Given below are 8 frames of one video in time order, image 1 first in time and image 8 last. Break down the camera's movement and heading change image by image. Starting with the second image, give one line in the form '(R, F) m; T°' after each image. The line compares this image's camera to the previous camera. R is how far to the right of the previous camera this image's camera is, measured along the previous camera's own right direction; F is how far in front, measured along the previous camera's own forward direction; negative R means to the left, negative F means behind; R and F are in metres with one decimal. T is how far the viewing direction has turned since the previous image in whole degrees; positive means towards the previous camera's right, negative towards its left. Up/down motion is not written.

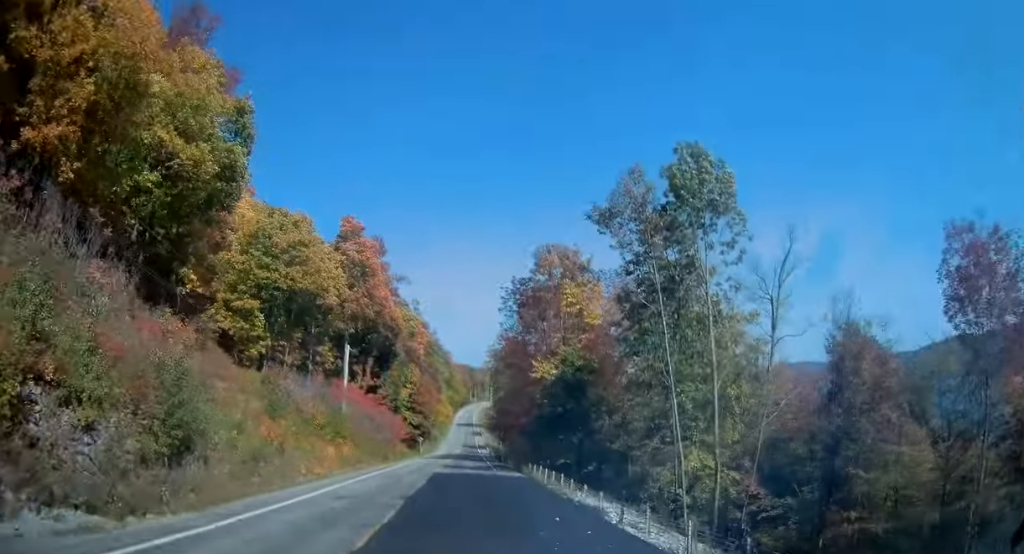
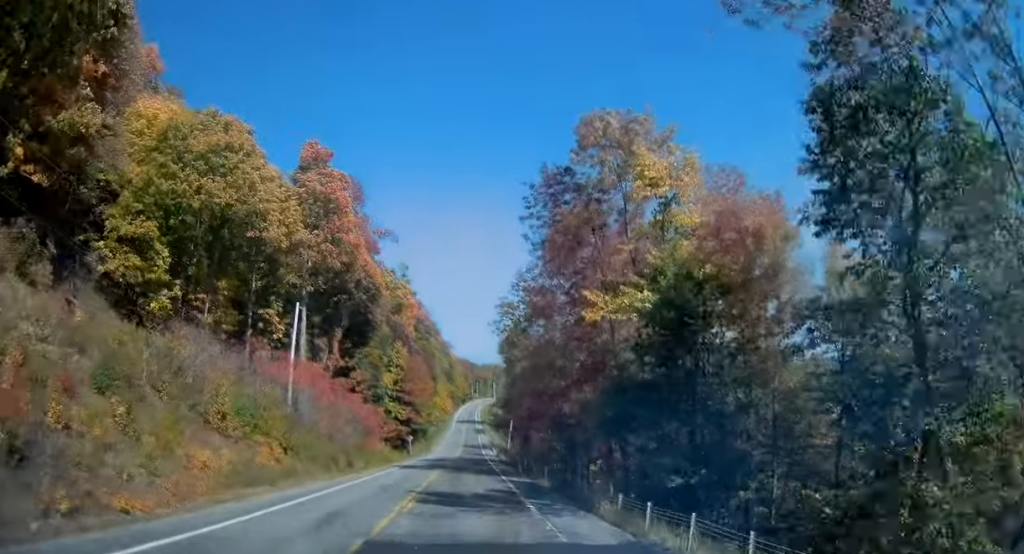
(+0.1, +22.2) m; 0°
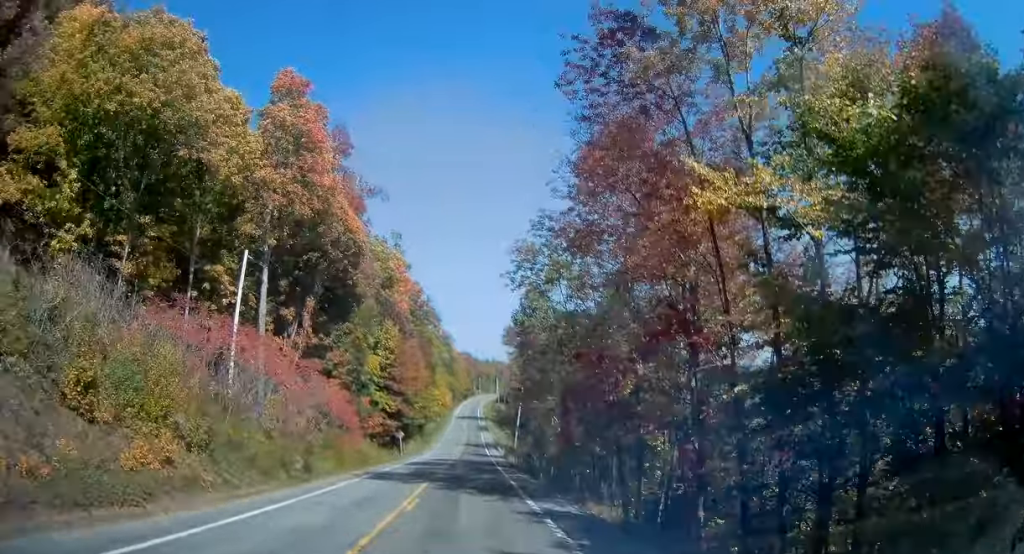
(-0.1, +13.3) m; 0°
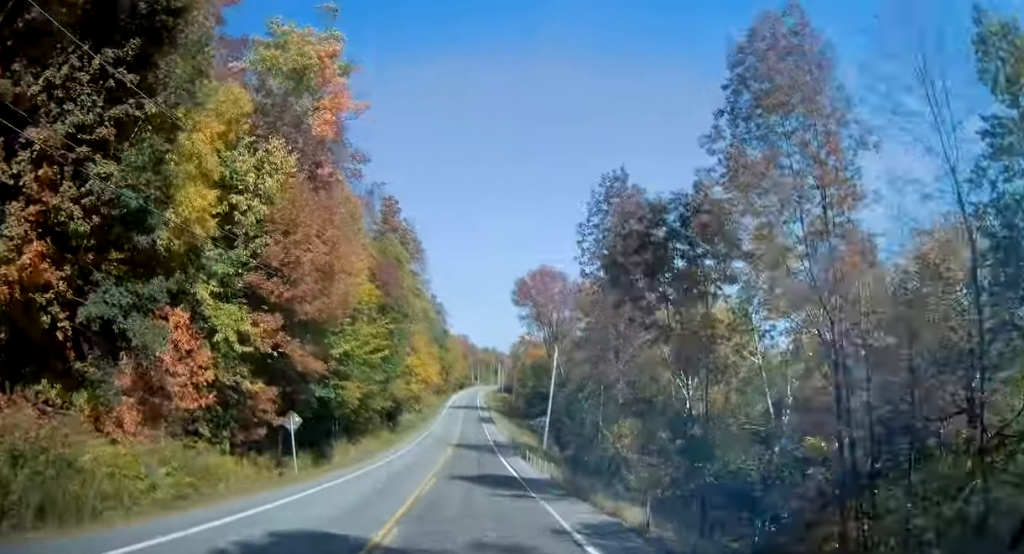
(-0.4, +44.8) m; -1°
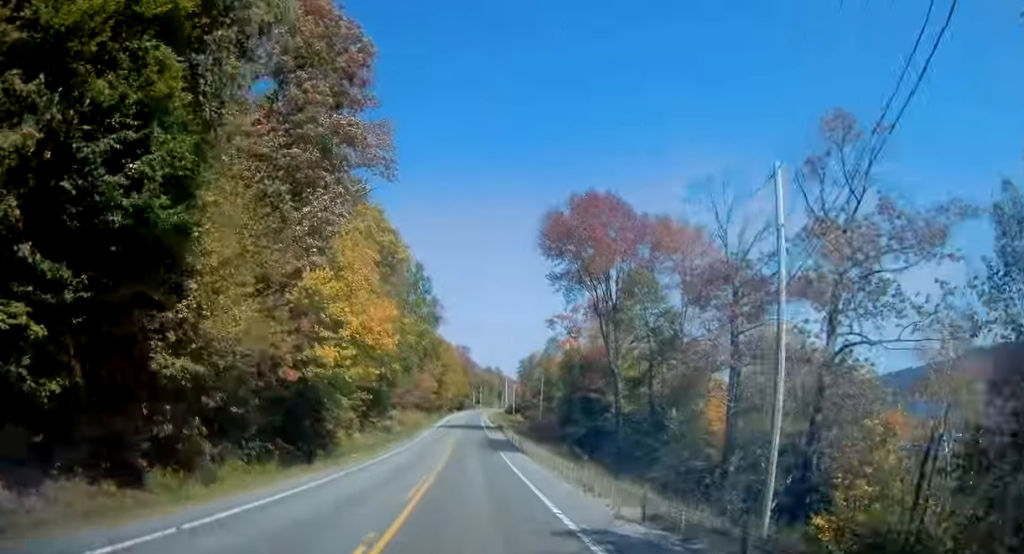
(+0.3, +49.8) m; +1°
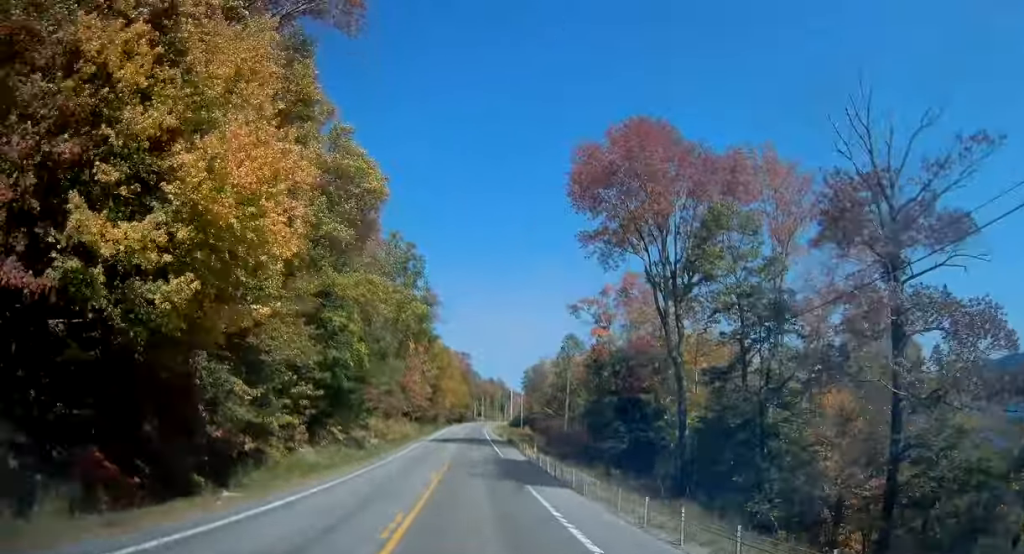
(0.0, +18.9) m; 0°
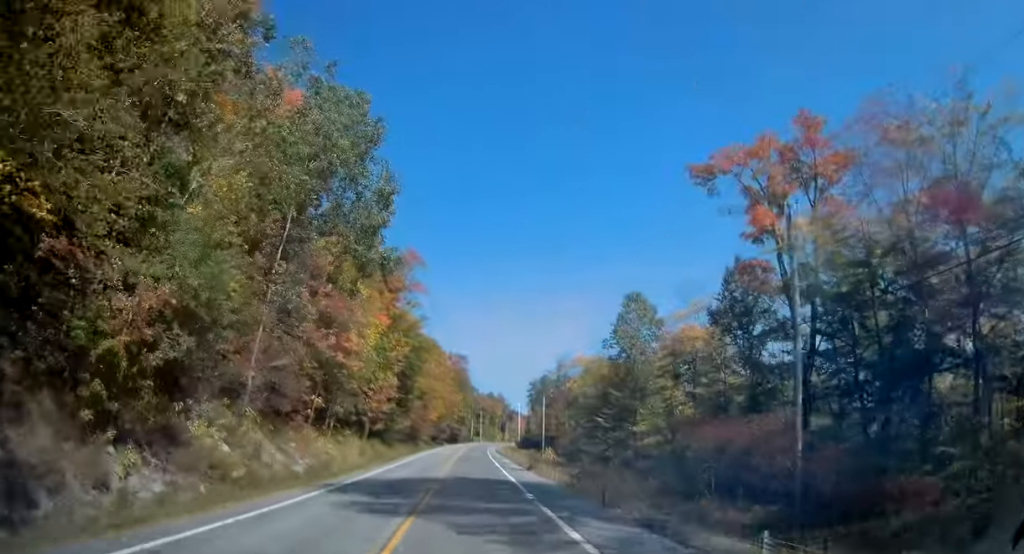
(-0.2, +39.0) m; 0°
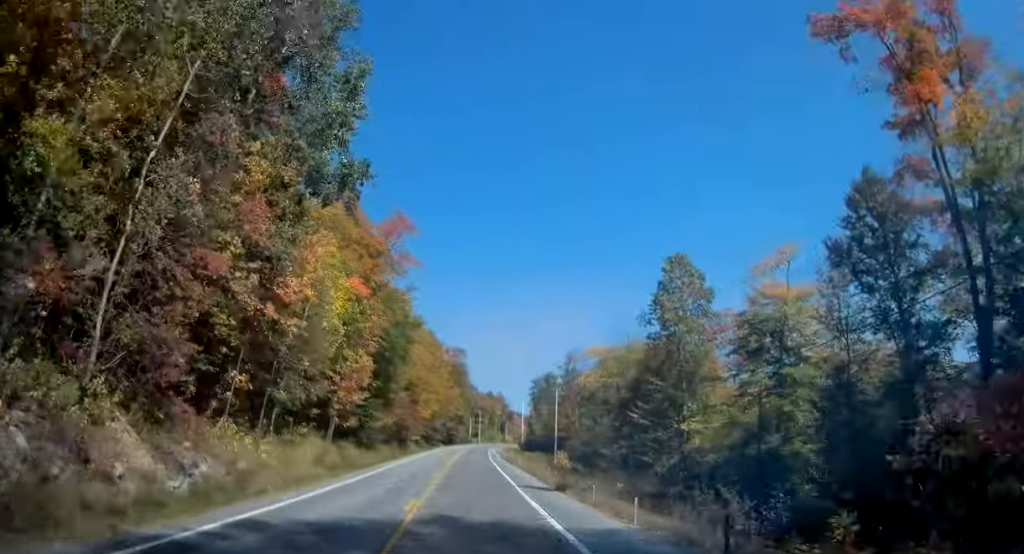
(0.0, +13.1) m; 0°
